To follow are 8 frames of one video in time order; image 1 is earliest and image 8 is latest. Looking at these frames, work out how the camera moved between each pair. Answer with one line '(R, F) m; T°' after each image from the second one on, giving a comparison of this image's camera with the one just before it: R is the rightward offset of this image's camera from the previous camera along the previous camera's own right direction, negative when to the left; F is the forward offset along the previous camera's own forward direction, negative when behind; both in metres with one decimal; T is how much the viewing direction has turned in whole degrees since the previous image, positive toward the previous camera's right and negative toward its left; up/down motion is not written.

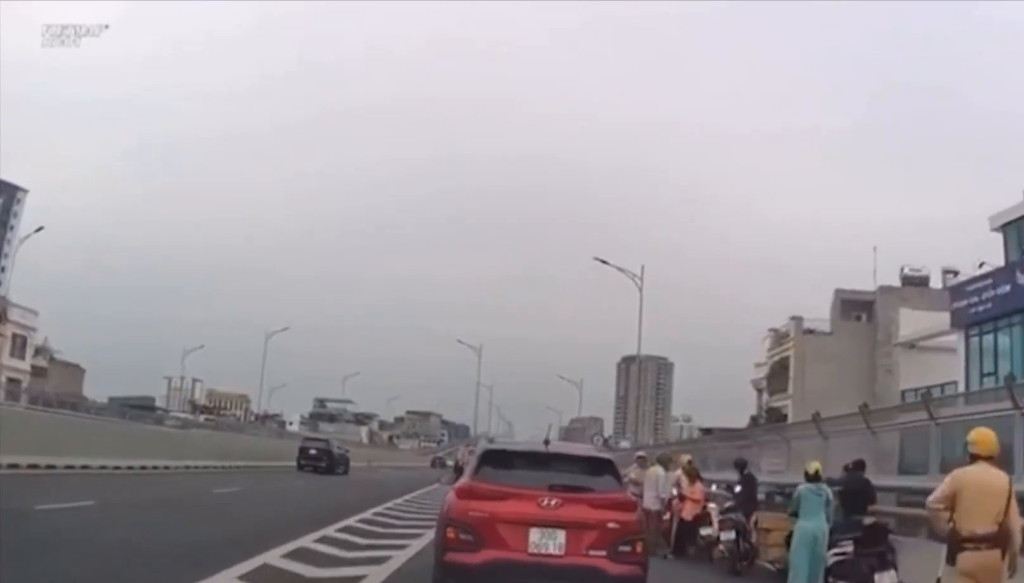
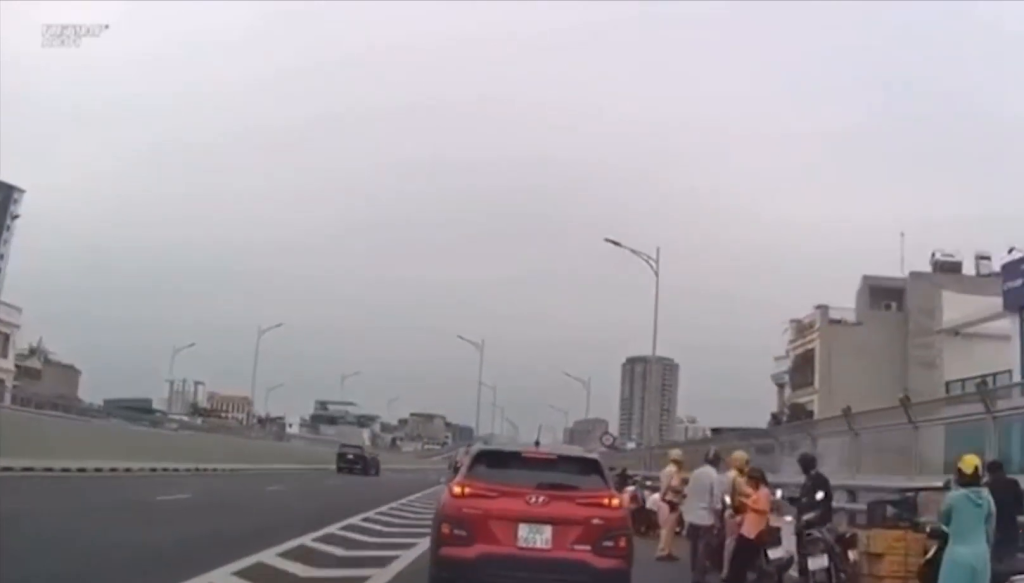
(-0.1, +15.9) m; -1°
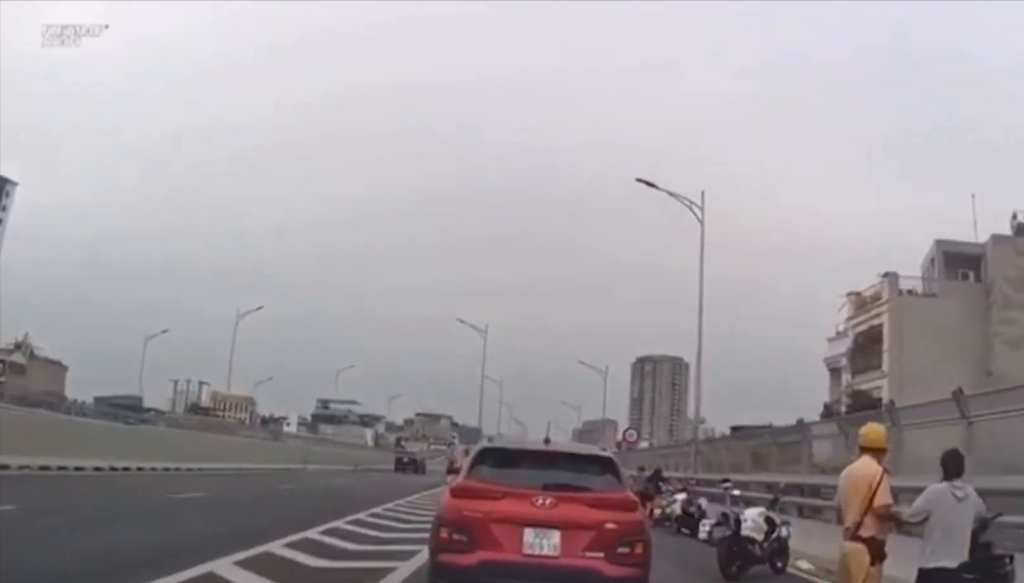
(-0.5, +13.0) m; -1°
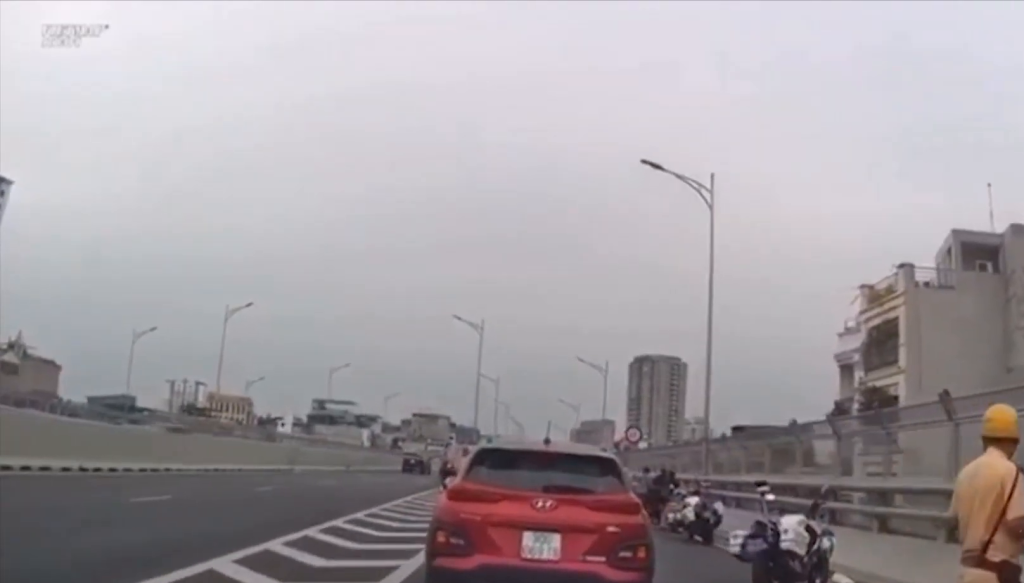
(+0.1, +4.1) m; +1°
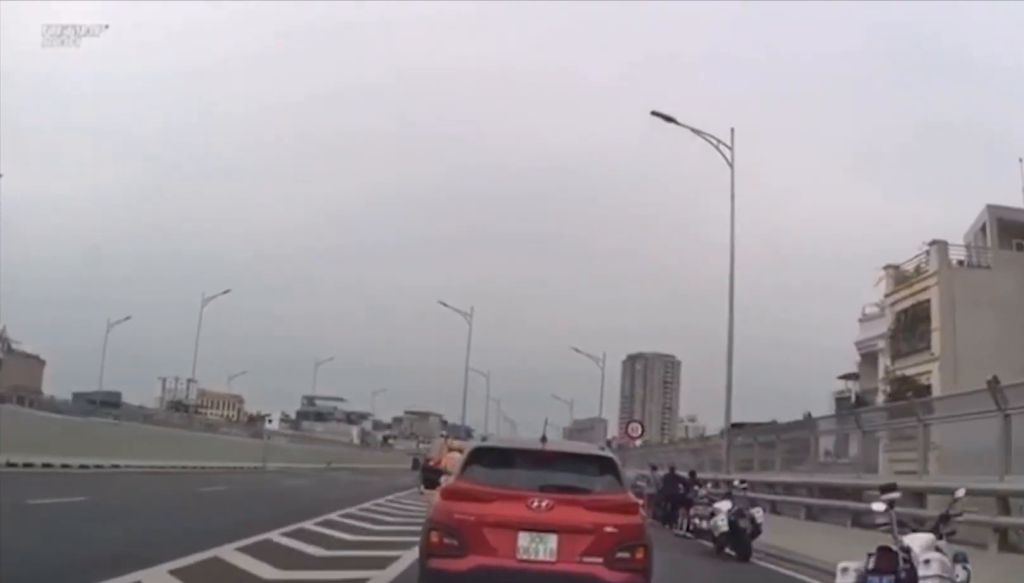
(+0.2, +8.0) m; +2°
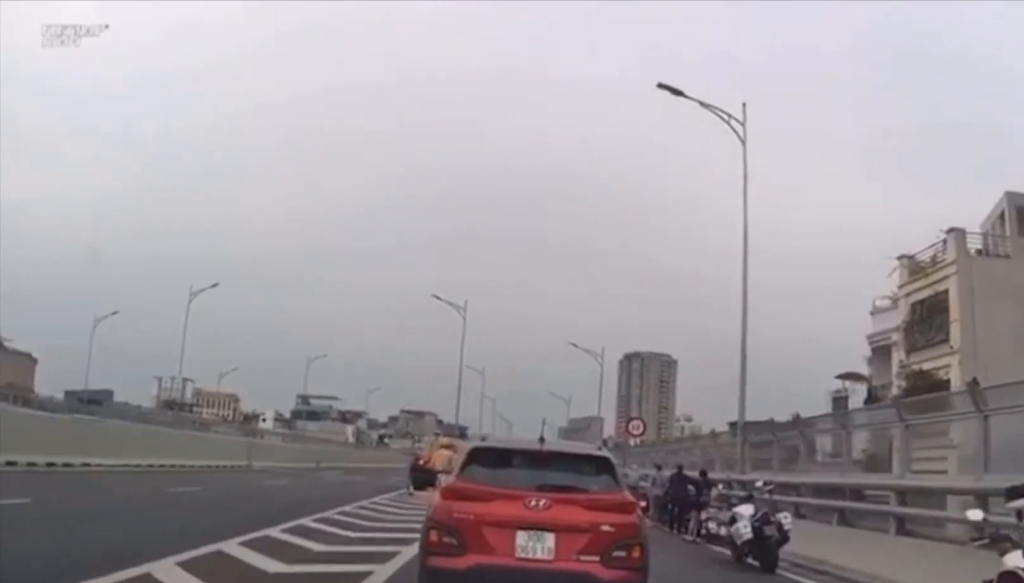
(0.0, +4.3) m; +1°
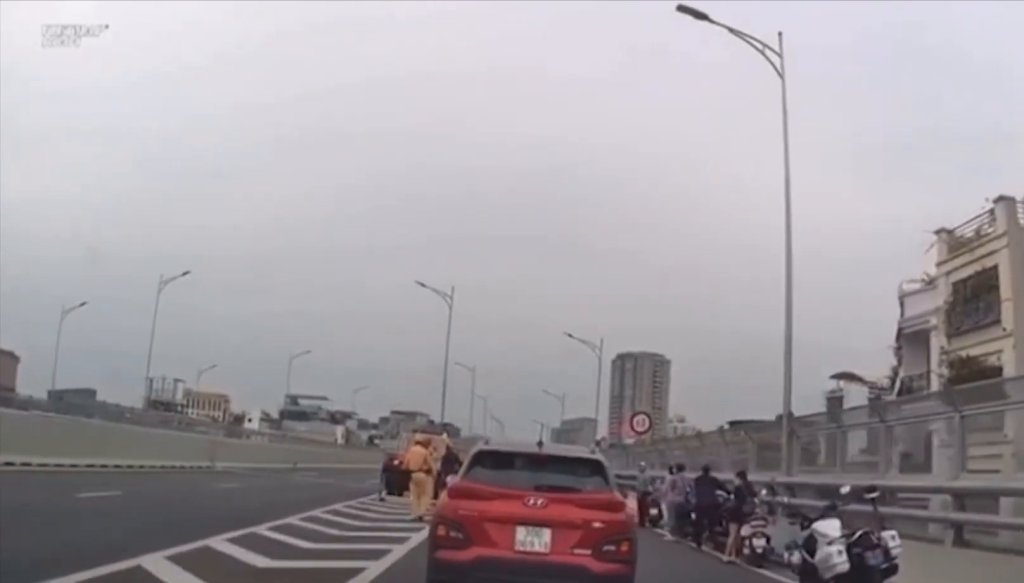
(+0.2, +17.1) m; +2°
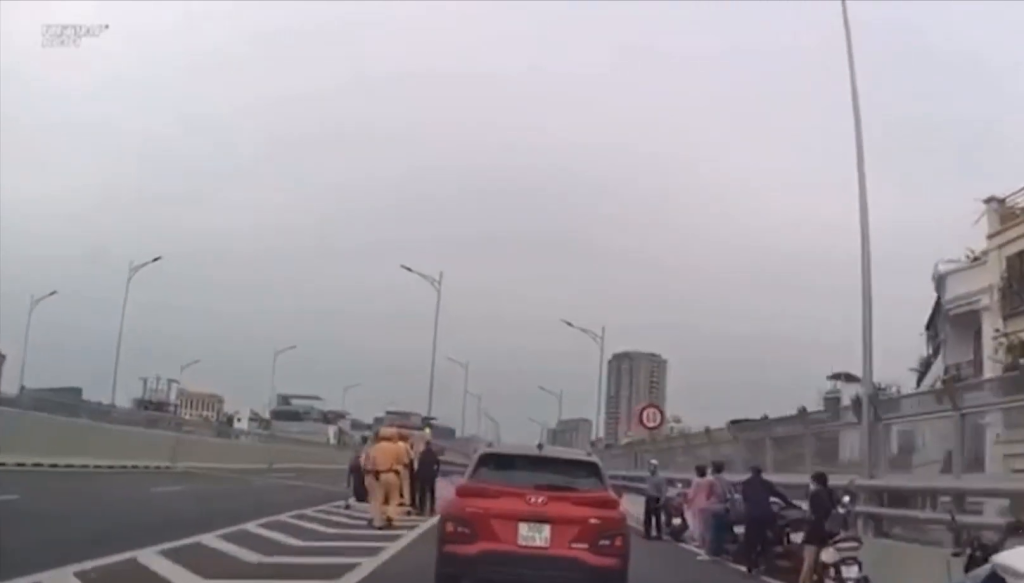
(+0.2, +15.7) m; 0°
